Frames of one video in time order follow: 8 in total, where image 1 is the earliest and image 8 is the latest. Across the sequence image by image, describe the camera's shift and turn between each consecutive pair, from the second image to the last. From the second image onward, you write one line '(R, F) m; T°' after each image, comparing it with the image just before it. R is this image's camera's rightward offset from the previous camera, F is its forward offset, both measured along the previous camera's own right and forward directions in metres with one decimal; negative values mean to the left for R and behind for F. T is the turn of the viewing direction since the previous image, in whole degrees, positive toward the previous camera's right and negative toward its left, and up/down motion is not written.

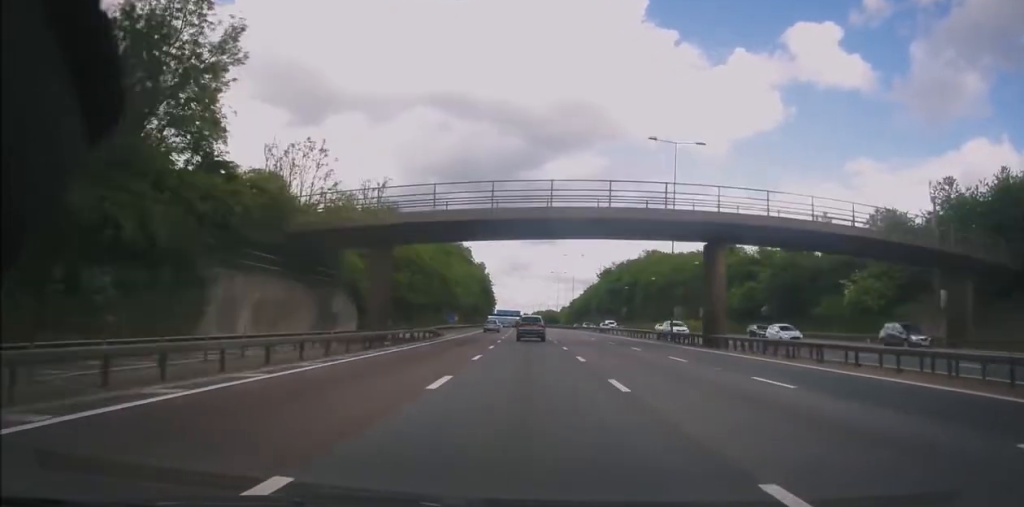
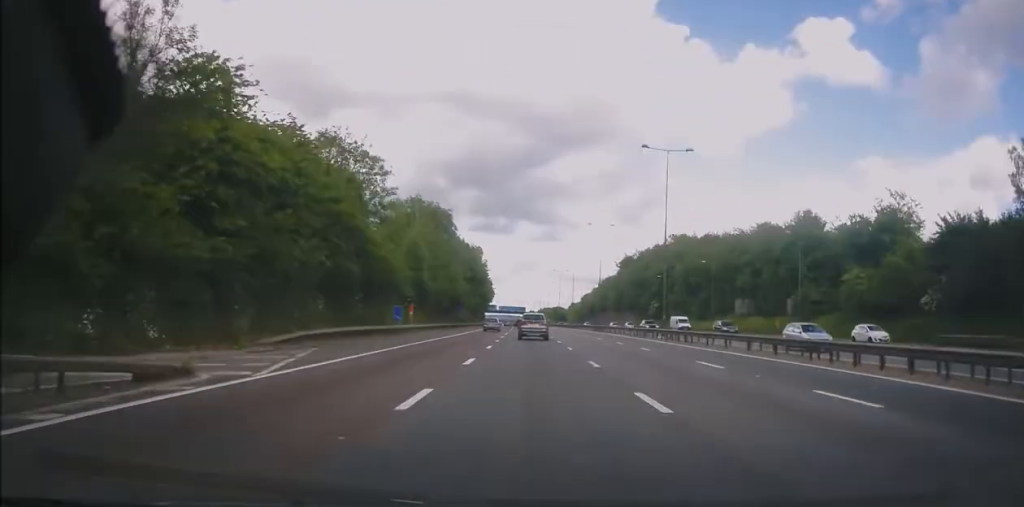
(+0.4, +37.8) m; -1°
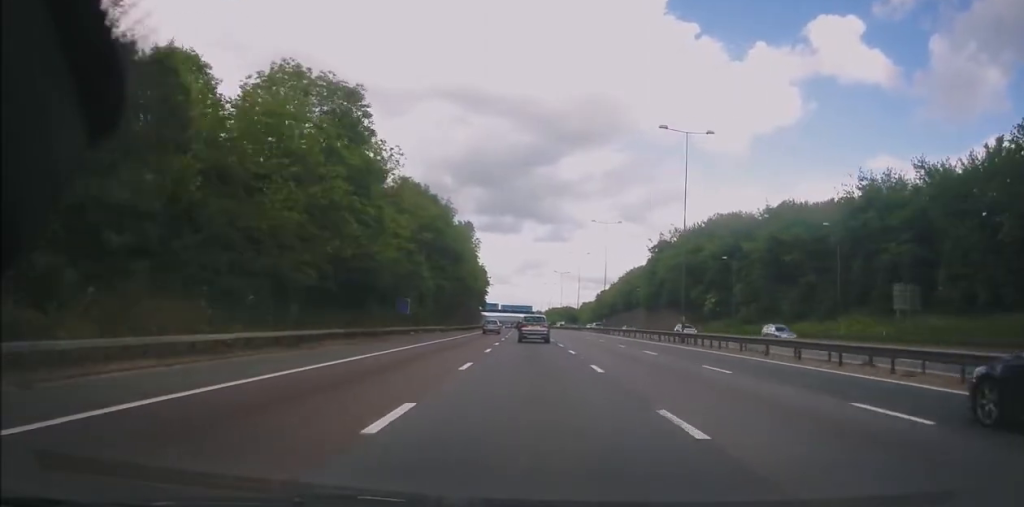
(-1.3, +45.1) m; -2°
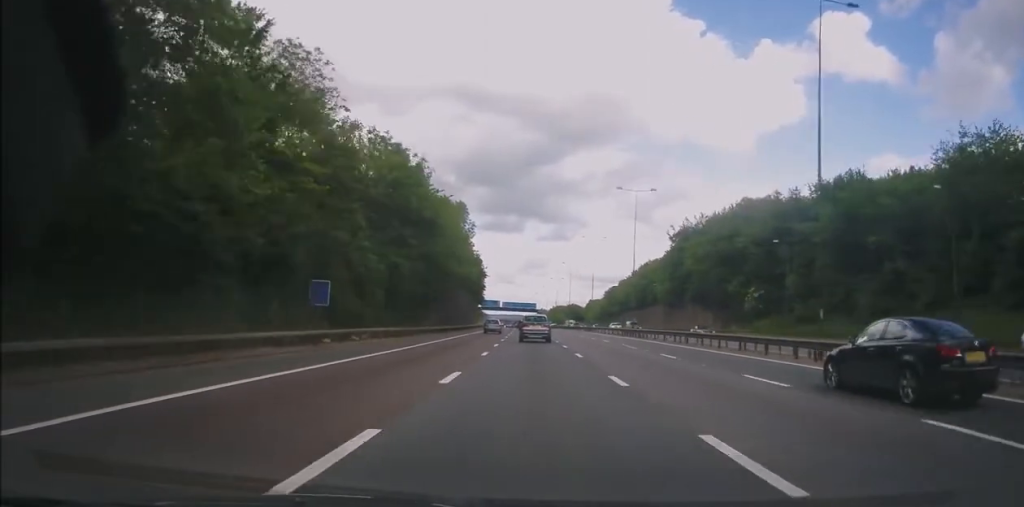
(+0.2, +20.3) m; 0°
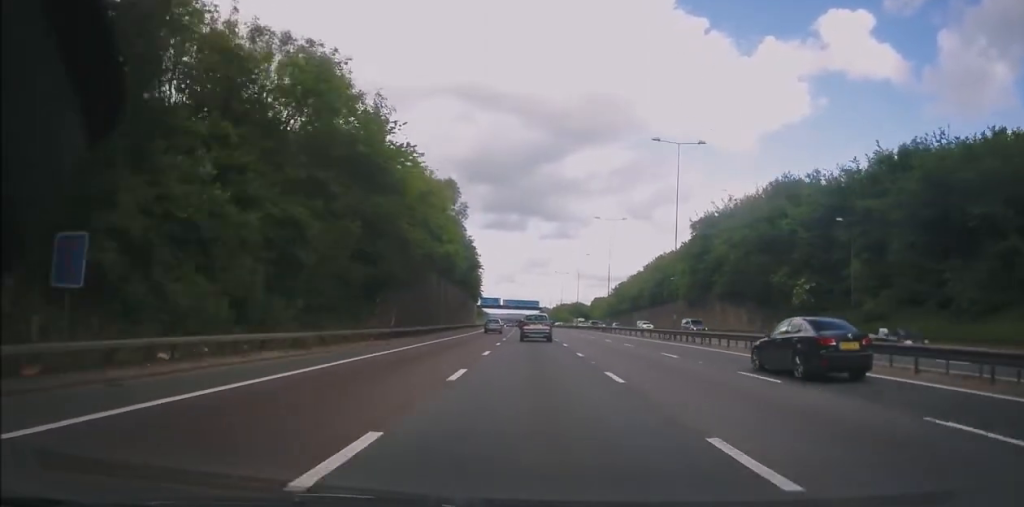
(+0.2, +17.3) m; 0°
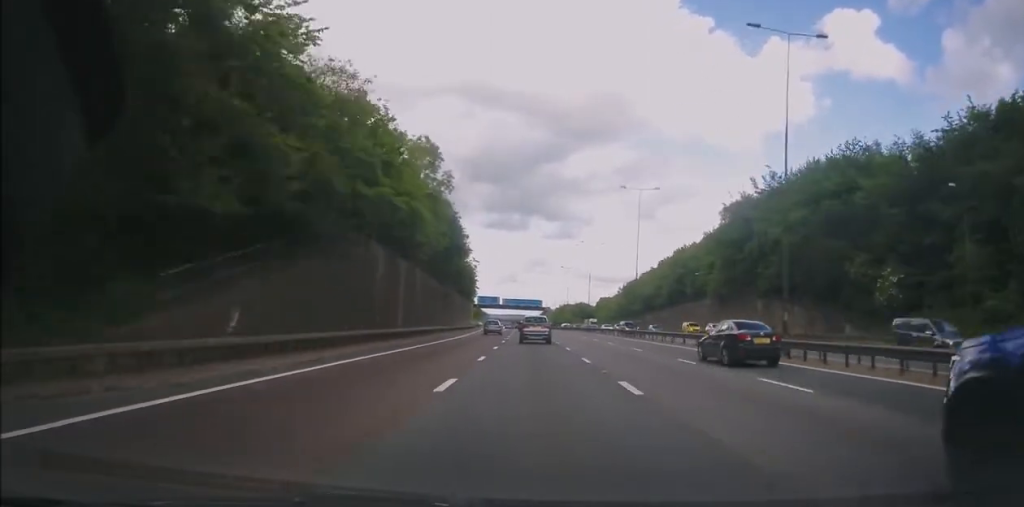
(+0.1, +19.9) m; -1°
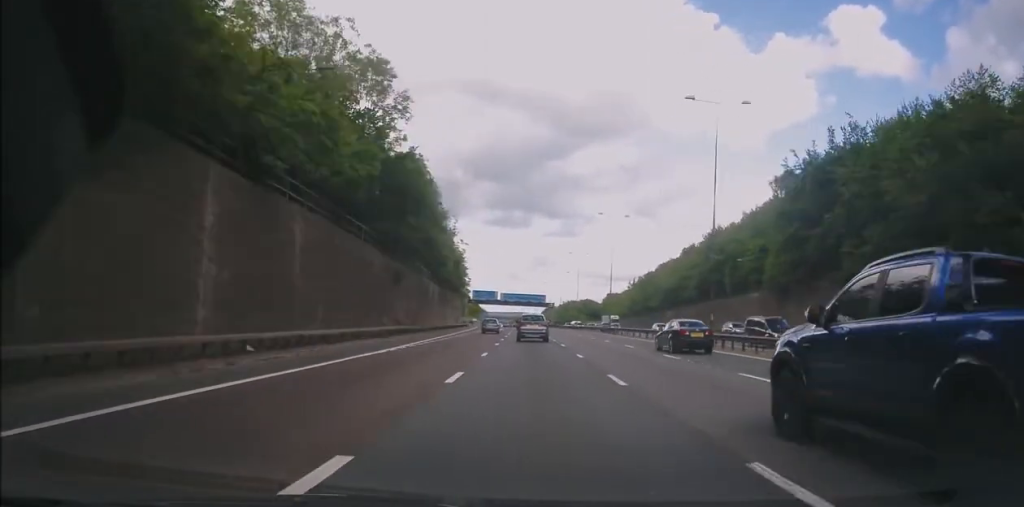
(-0.4, +25.4) m; 0°
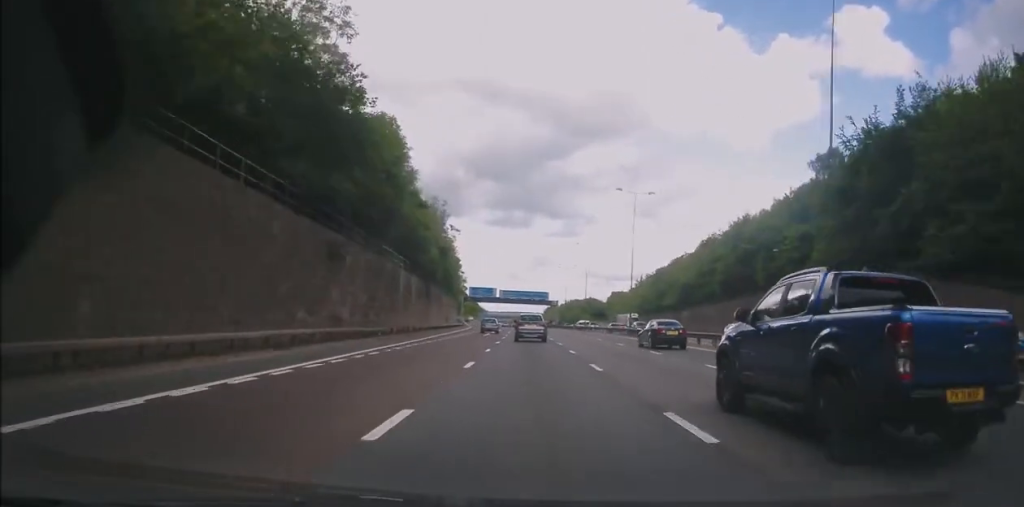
(0.0, +14.9) m; 0°
